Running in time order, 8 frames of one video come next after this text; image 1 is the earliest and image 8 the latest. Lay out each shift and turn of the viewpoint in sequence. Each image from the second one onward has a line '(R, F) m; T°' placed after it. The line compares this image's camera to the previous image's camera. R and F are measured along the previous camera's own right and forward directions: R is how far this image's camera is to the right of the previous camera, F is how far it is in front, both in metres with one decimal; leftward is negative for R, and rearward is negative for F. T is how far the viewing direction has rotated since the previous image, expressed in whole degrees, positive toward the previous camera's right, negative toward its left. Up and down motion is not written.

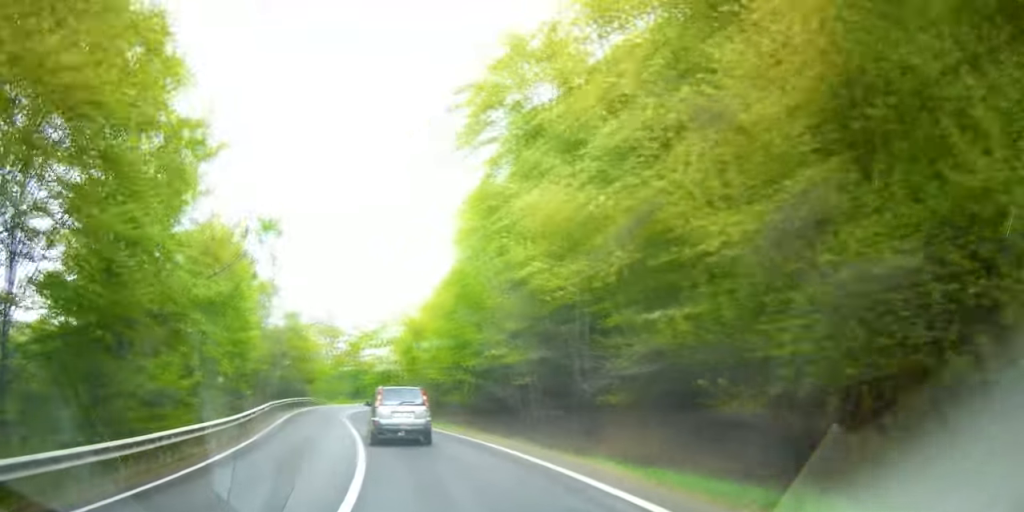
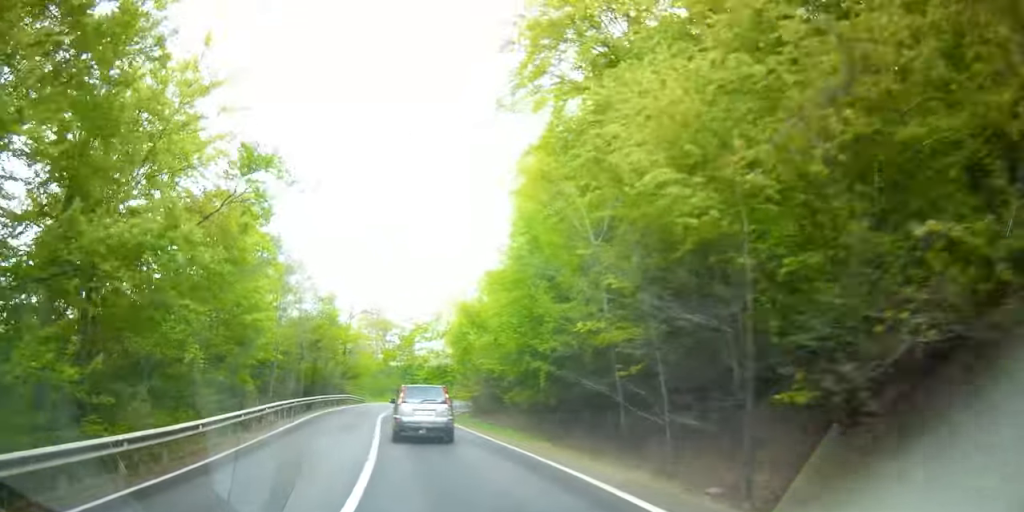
(-0.5, +7.1) m; -5°
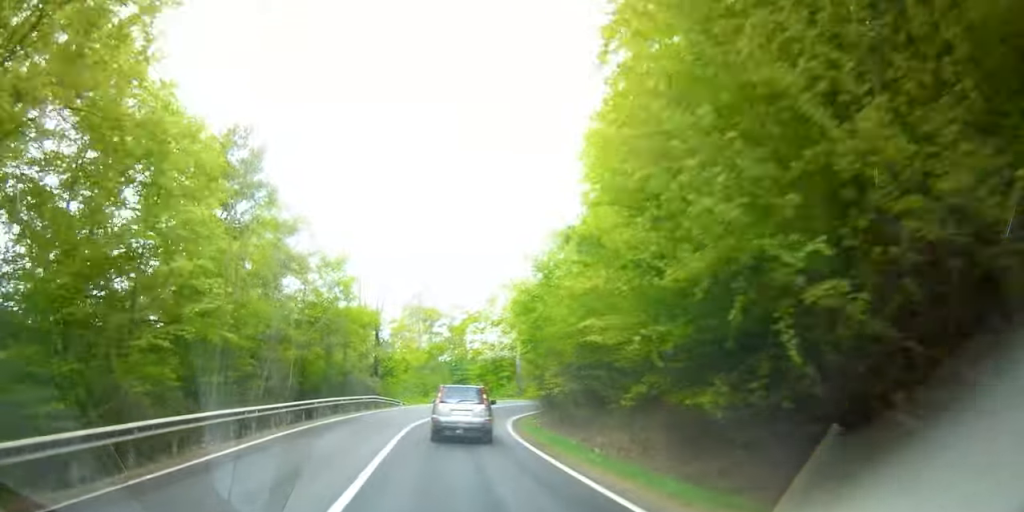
(-0.7, +11.6) m; -9°
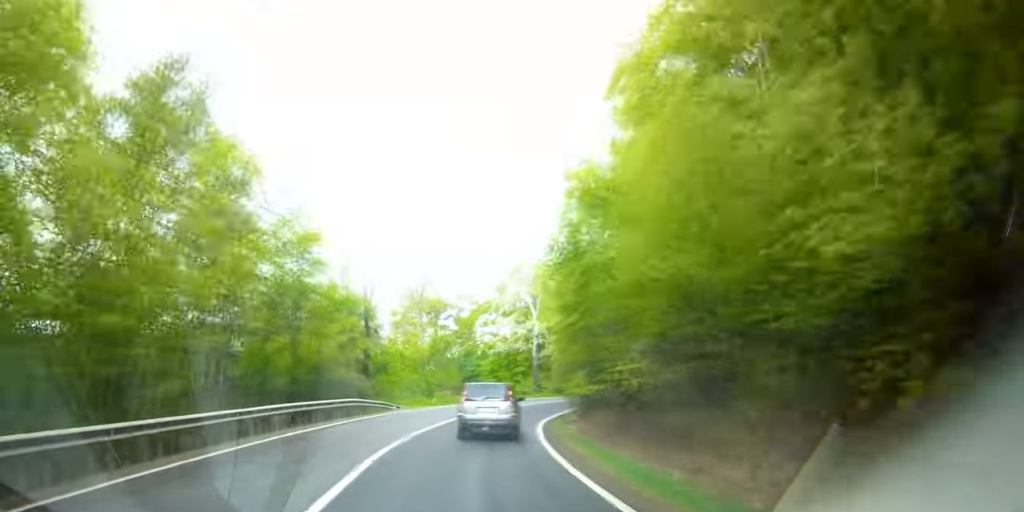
(-0.6, +8.0) m; -6°
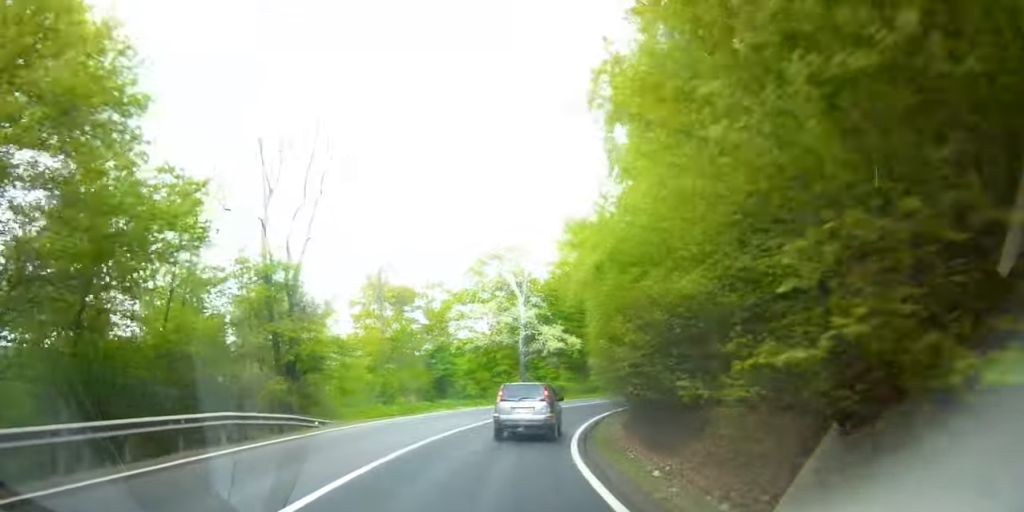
(-0.7, +11.3) m; -6°
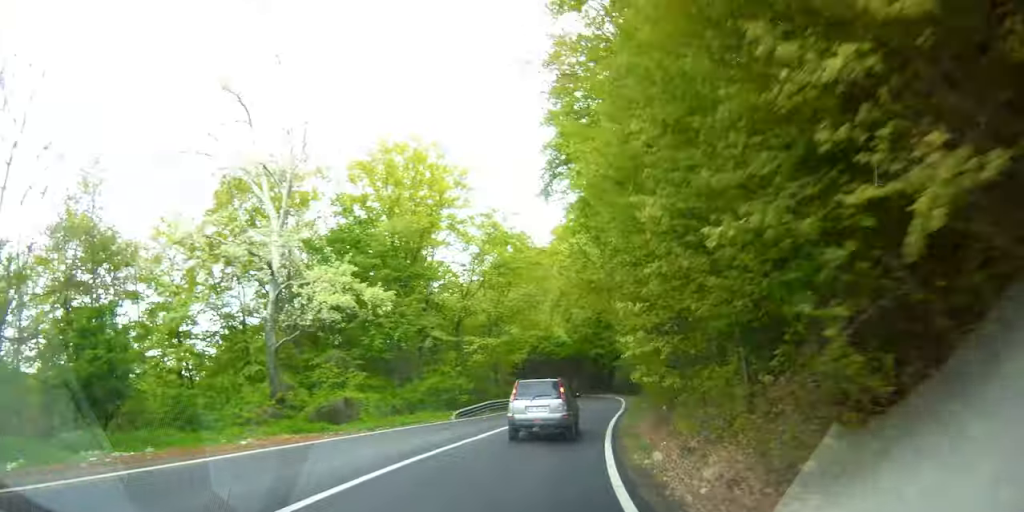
(-2.2, +25.8) m; -4°
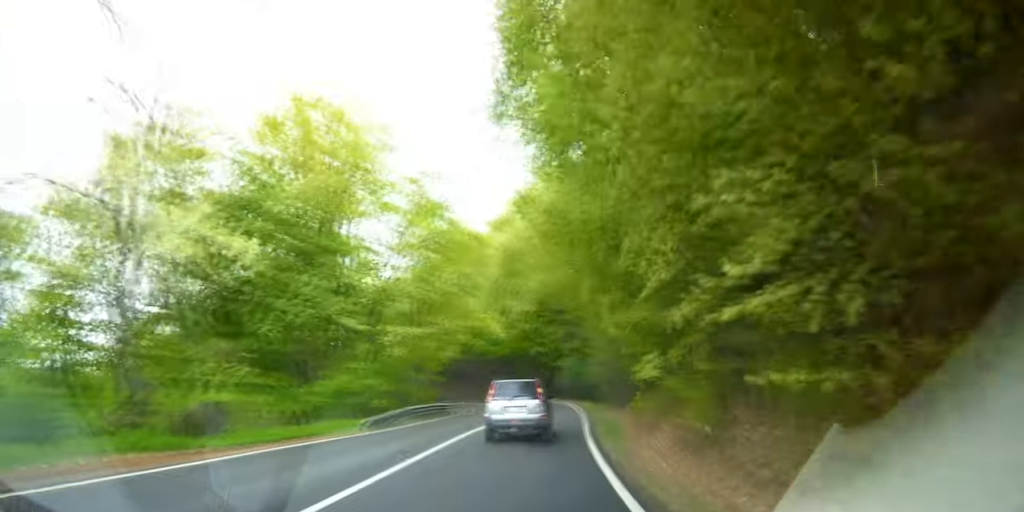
(-0.2, +7.0) m; +2°
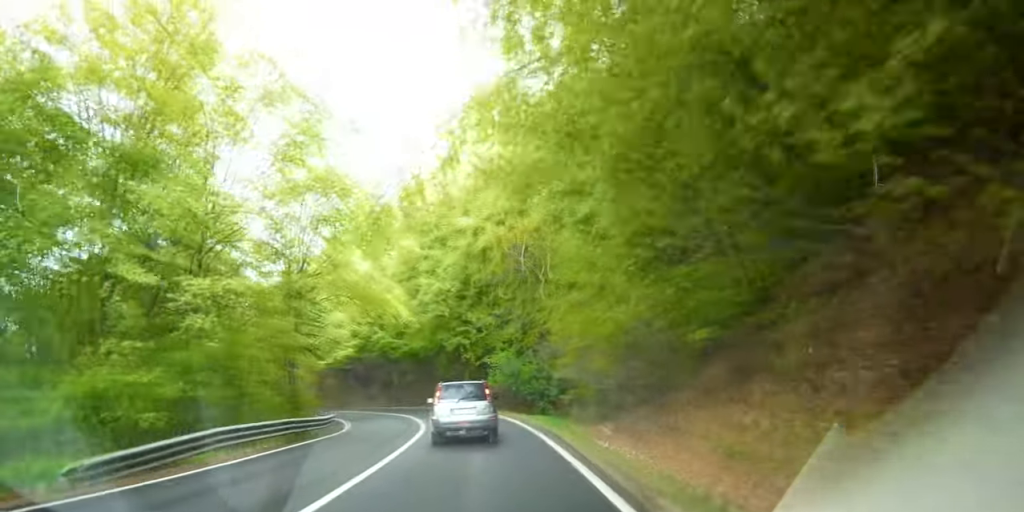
(+1.0, +9.6) m; +9°
